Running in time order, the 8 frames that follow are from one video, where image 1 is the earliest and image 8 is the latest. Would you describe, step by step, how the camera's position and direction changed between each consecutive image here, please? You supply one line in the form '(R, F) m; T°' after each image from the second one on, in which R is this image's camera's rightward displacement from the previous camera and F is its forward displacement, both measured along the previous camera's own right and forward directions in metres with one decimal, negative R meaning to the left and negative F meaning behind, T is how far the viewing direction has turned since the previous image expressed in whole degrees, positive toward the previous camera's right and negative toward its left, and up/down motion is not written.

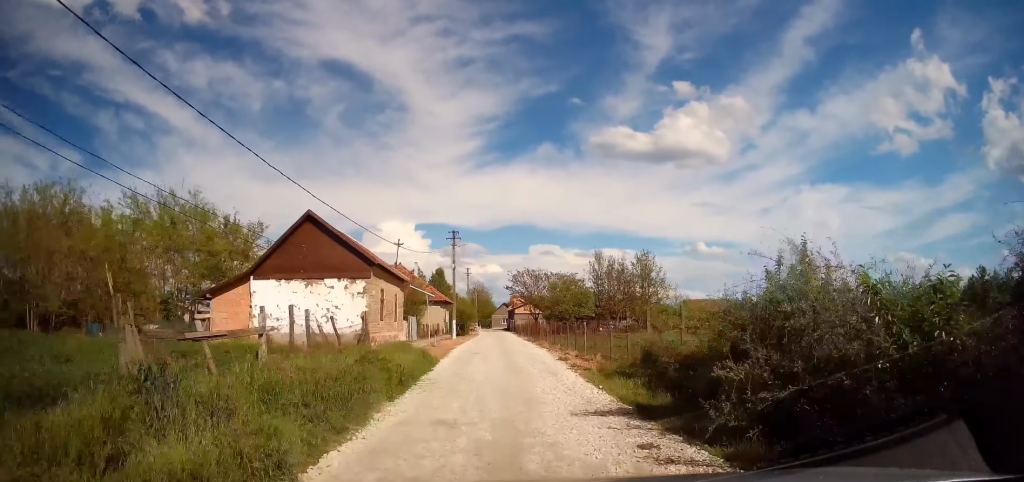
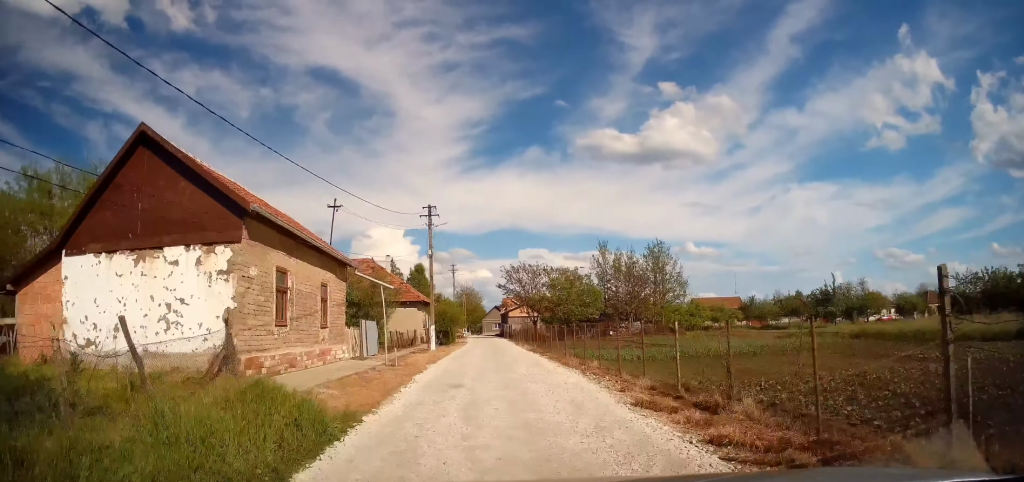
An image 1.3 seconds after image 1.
(-0.1, +10.6) m; +1°
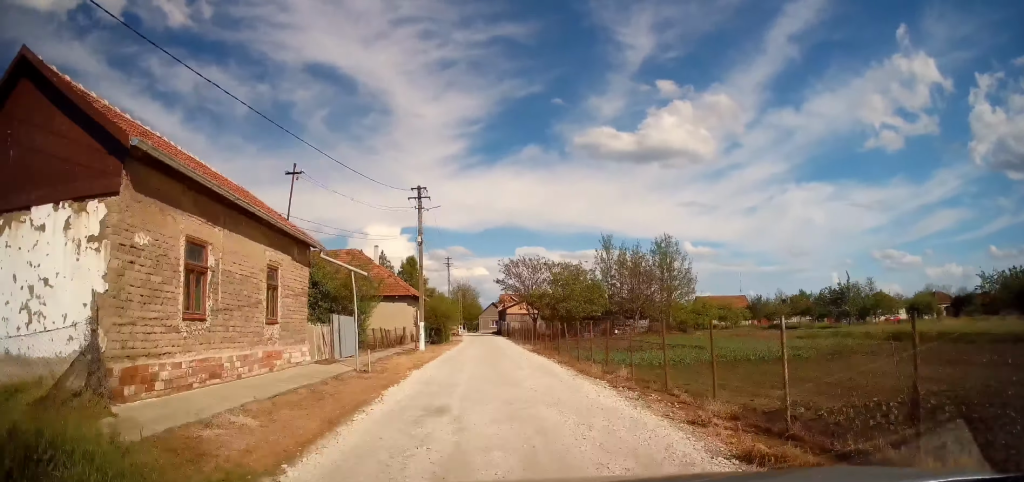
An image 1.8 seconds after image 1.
(0.0, +3.9) m; +1°
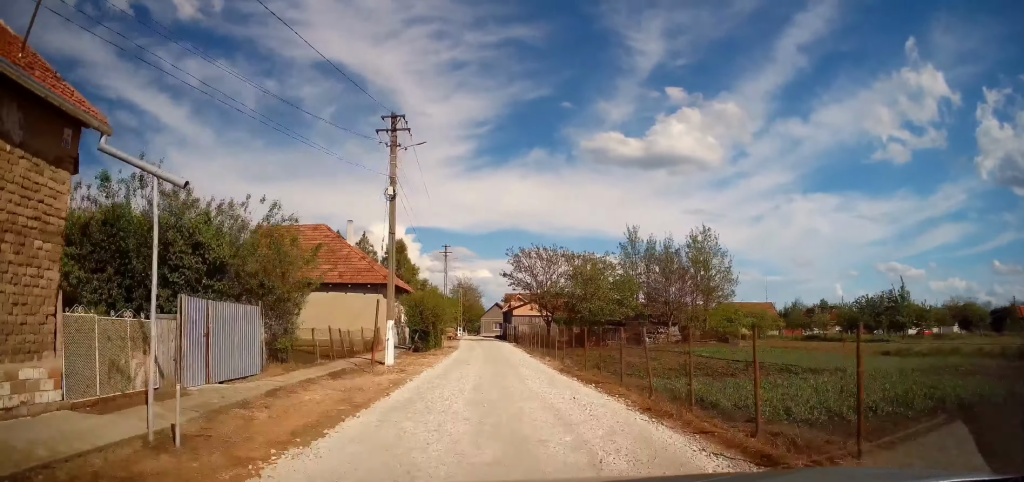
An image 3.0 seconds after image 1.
(+0.2, +10.0) m; -1°
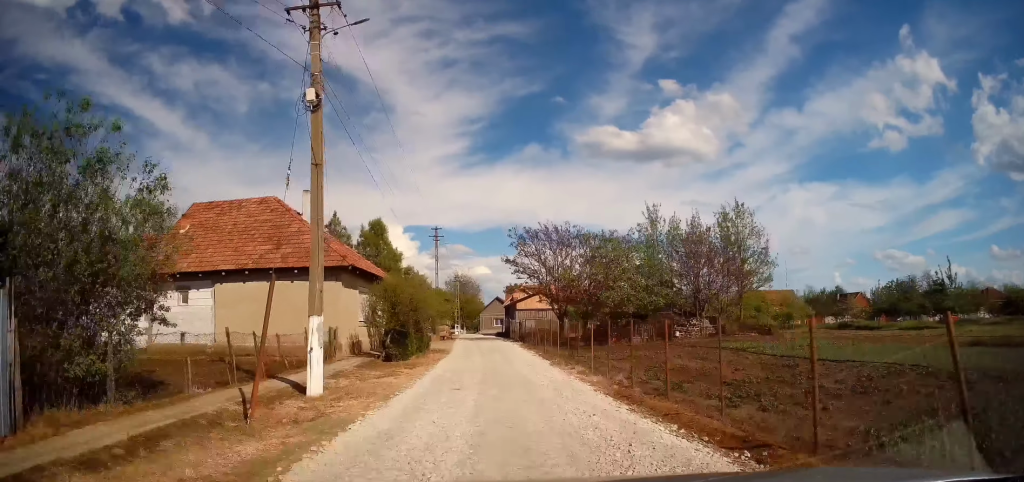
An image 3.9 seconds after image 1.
(-0.2, +7.6) m; -1°
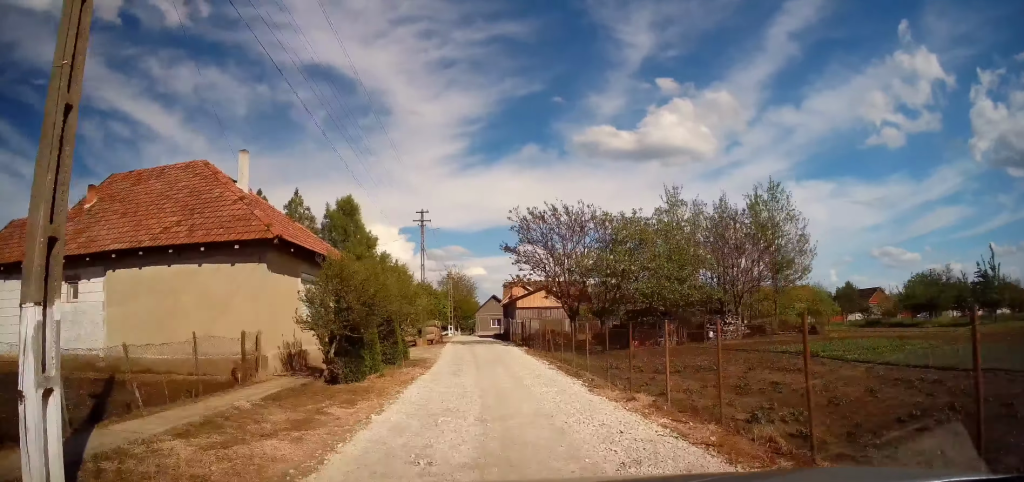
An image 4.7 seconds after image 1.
(+0.1, +6.7) m; +1°
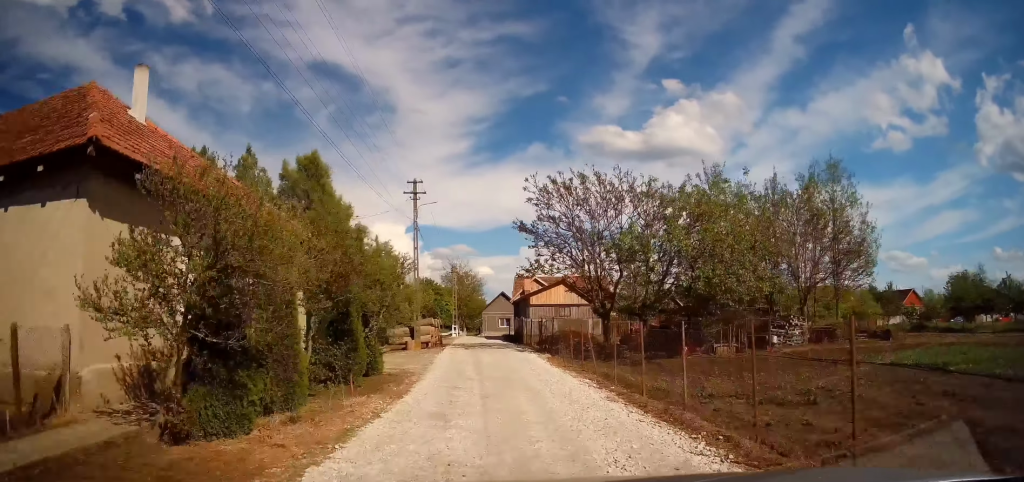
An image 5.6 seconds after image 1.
(0.0, +7.0) m; -1°
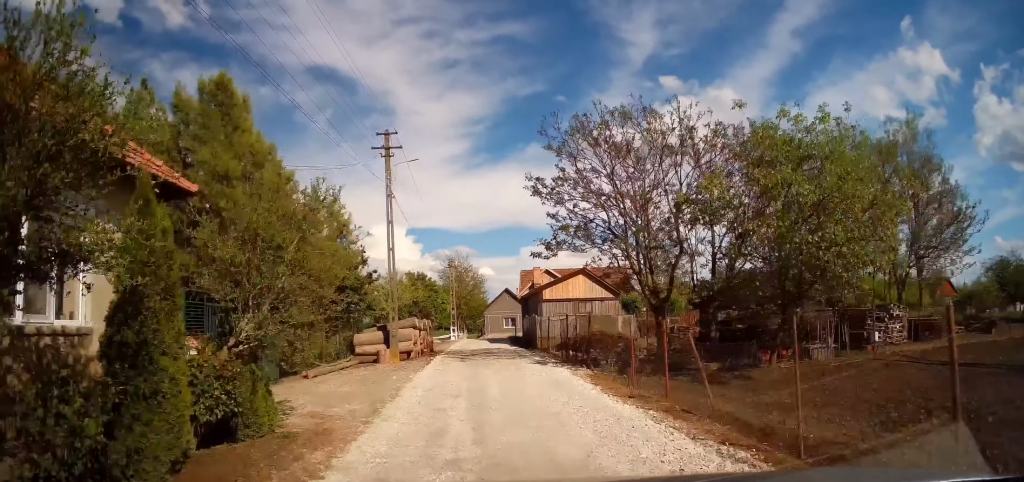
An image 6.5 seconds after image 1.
(-0.1, +7.6) m; +3°
